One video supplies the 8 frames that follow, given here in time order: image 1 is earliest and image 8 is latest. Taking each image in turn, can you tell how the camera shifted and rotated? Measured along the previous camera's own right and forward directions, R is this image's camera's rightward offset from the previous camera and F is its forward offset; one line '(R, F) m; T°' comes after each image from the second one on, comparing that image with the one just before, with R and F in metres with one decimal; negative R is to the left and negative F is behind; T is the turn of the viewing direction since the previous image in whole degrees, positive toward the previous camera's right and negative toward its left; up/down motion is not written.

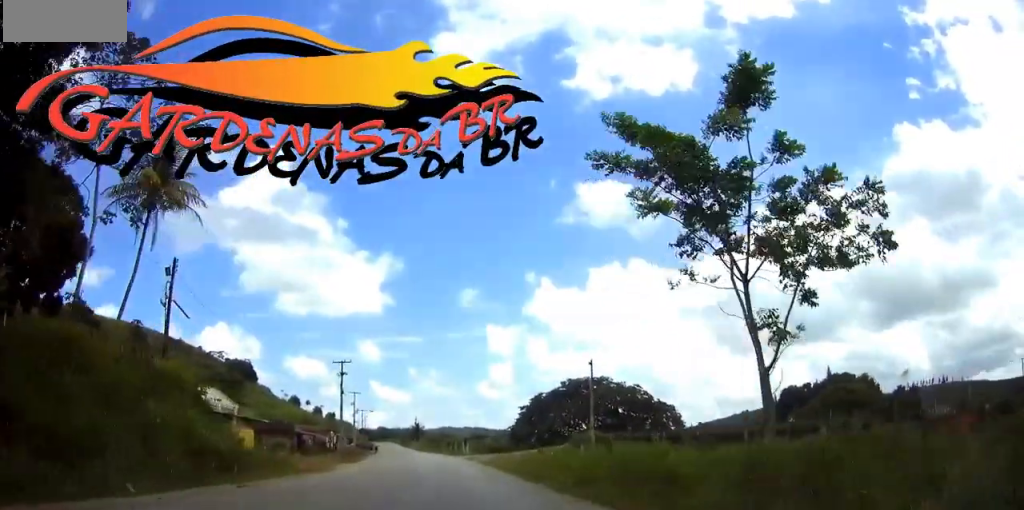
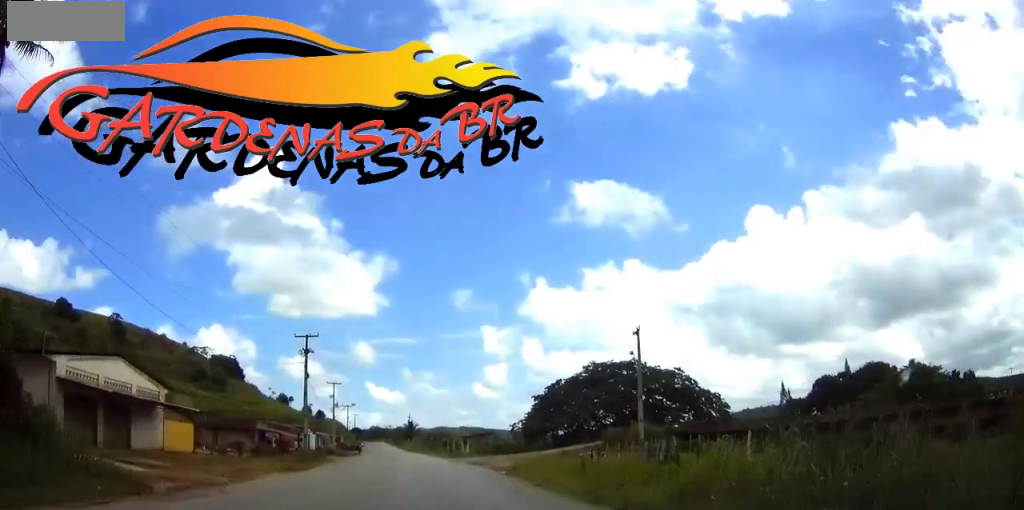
(+0.1, +16.3) m; +1°
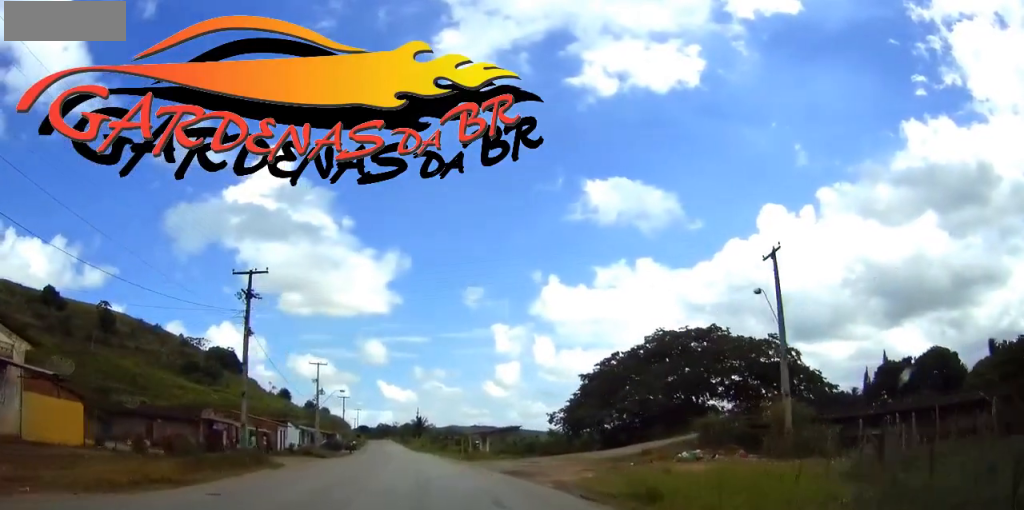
(+0.1, +18.9) m; -1°
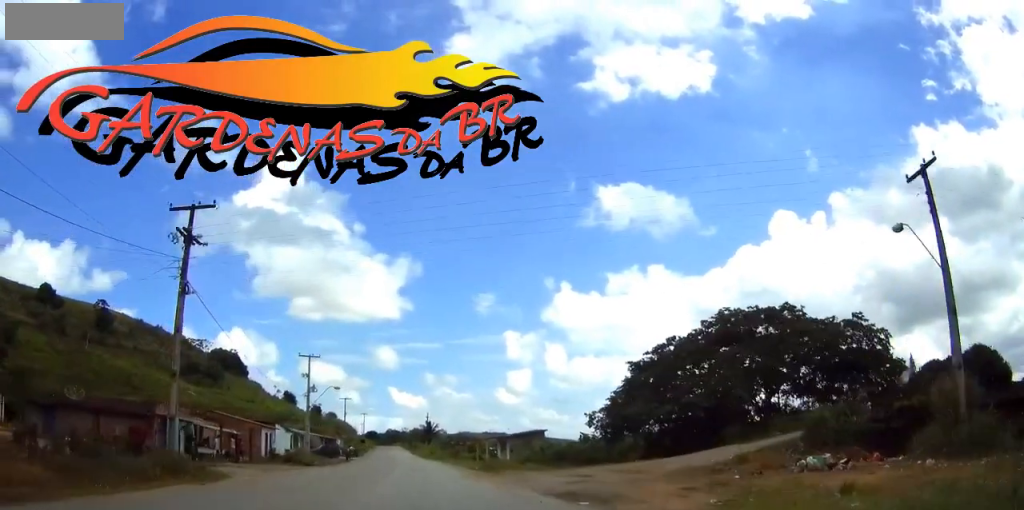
(-0.2, +10.5) m; -1°
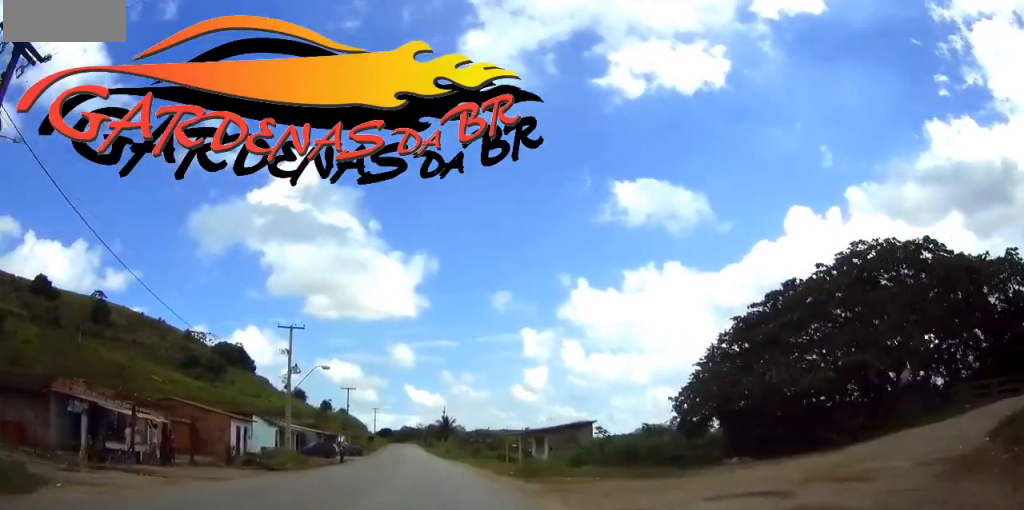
(-0.1, +13.6) m; -1°
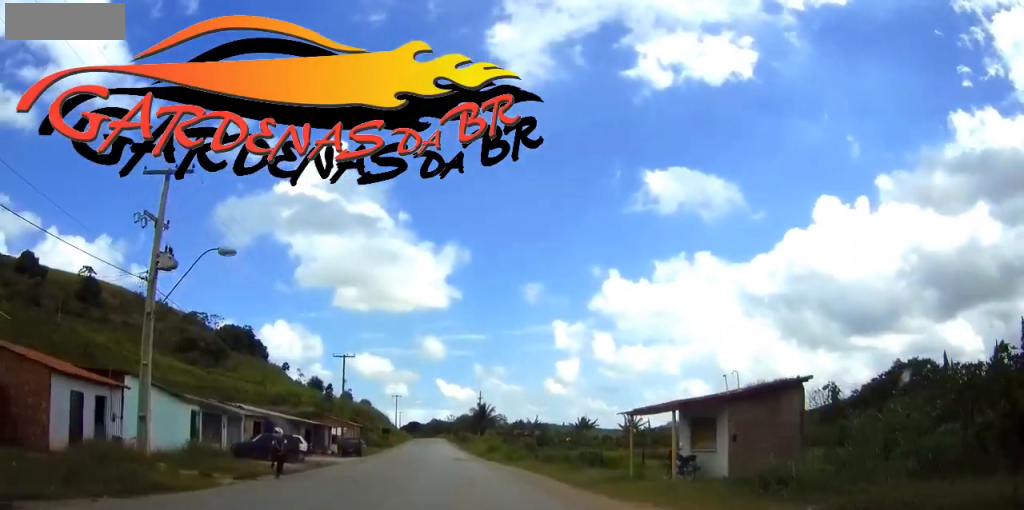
(-0.7, +26.8) m; -2°
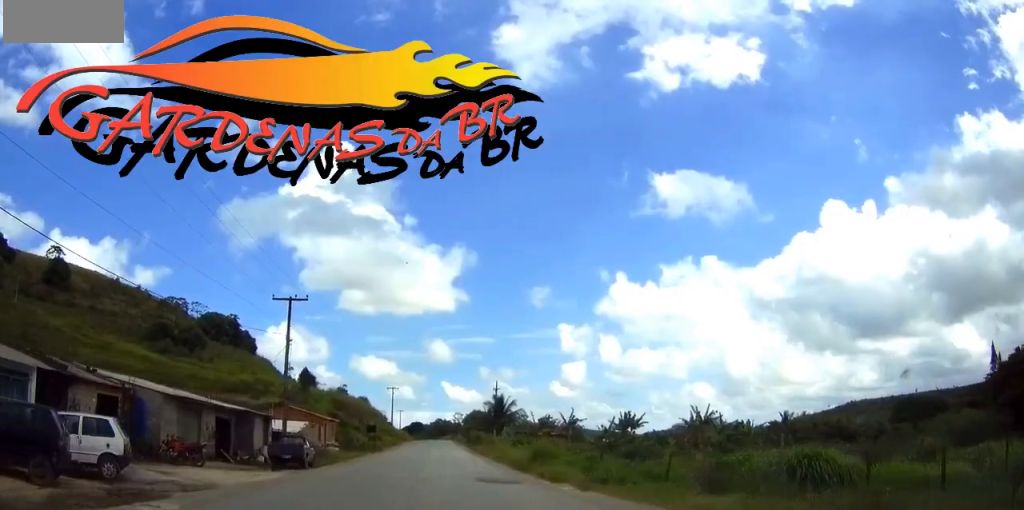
(-0.2, +23.7) m; 0°
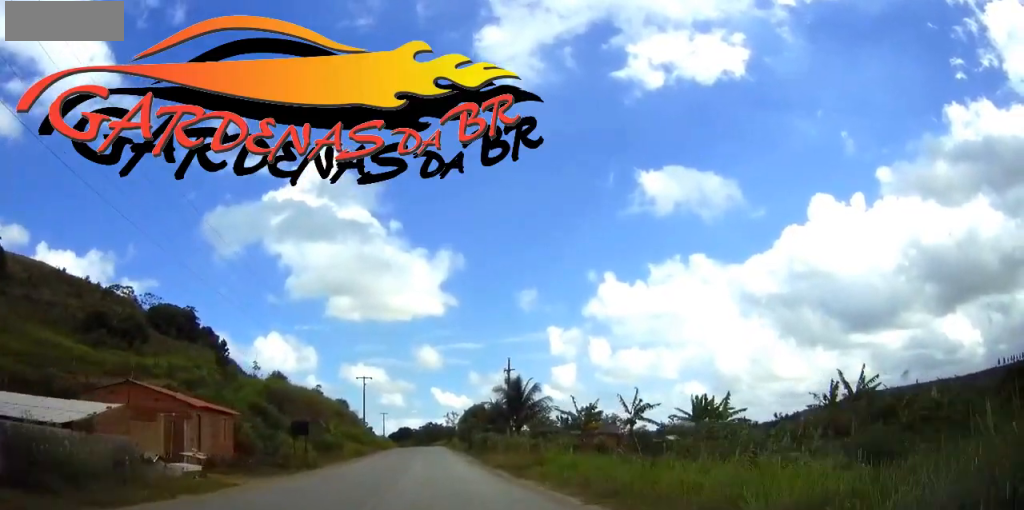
(+0.1, +28.9) m; 0°
